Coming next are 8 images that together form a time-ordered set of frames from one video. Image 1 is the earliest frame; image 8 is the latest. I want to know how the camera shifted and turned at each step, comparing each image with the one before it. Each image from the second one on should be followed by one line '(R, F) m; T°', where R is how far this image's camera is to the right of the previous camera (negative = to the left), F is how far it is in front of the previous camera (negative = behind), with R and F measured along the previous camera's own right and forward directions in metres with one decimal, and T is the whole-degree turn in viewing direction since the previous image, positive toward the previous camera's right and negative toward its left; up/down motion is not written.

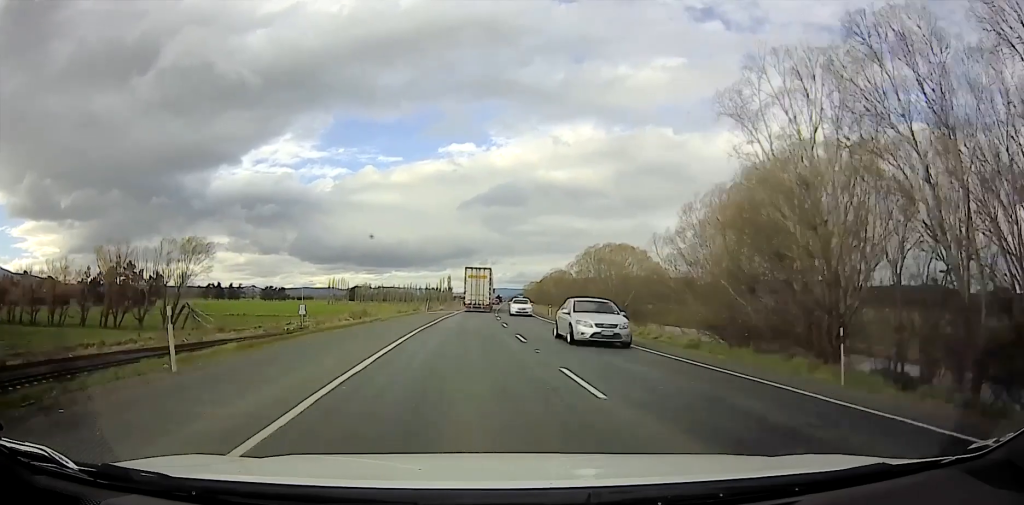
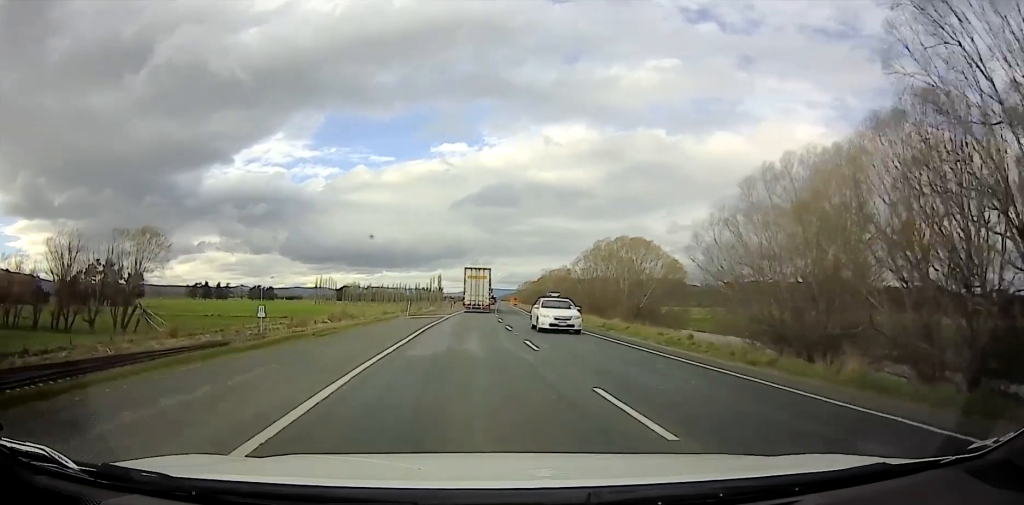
(0.0, +9.3) m; 0°
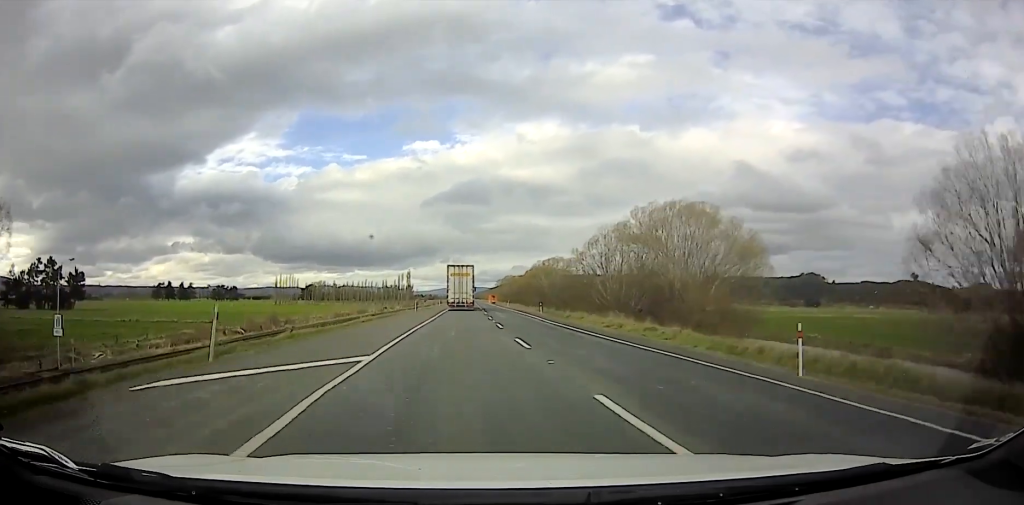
(-0.3, +26.9) m; -1°
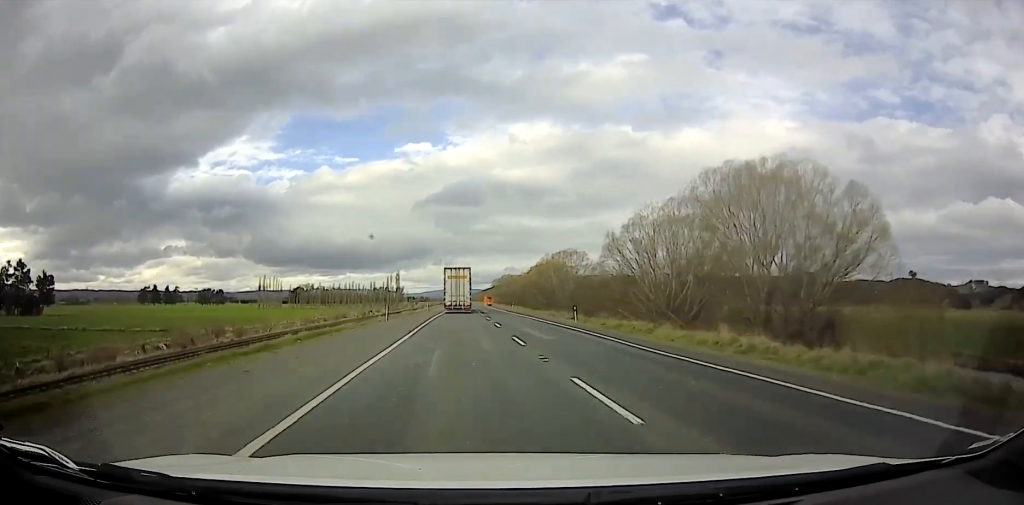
(-0.2, +18.6) m; 0°
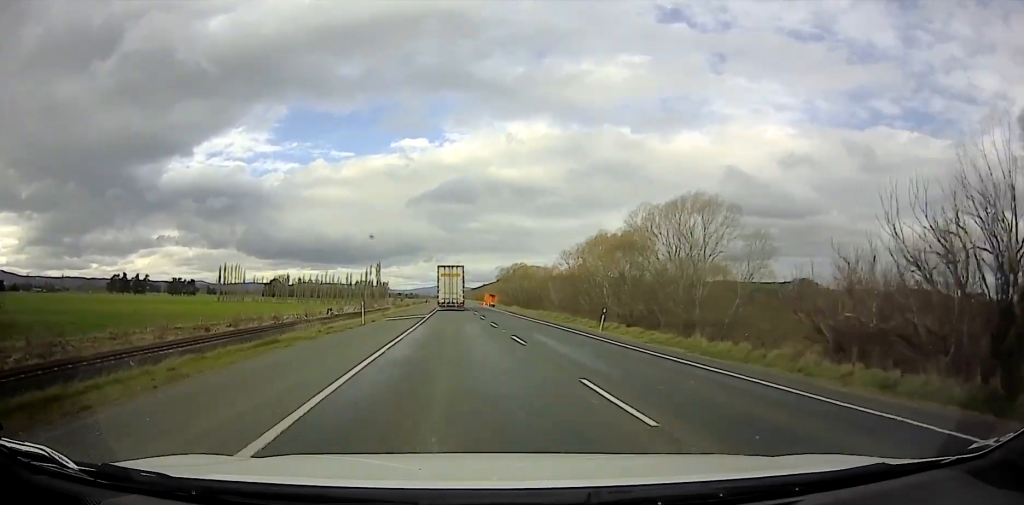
(+0.6, +57.2) m; +1°
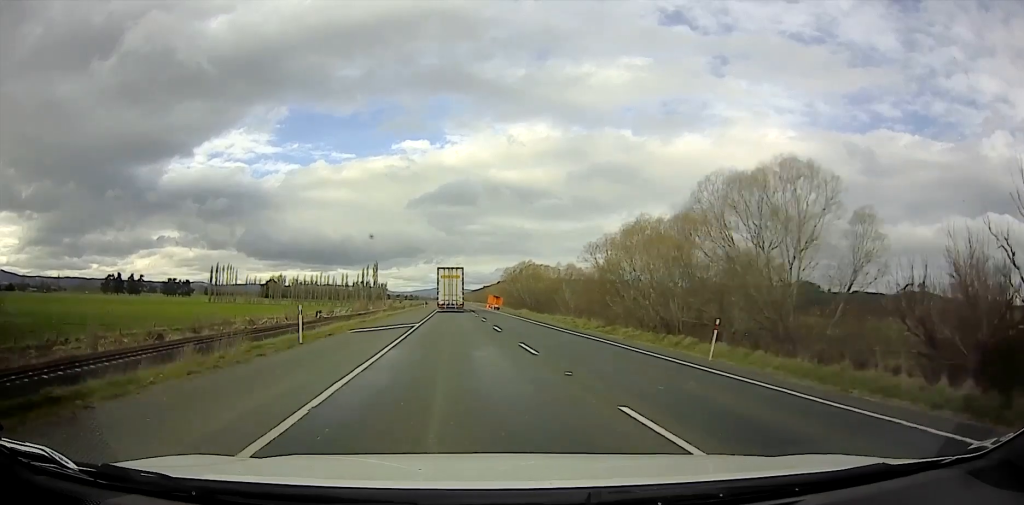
(-0.2, +14.6) m; 0°
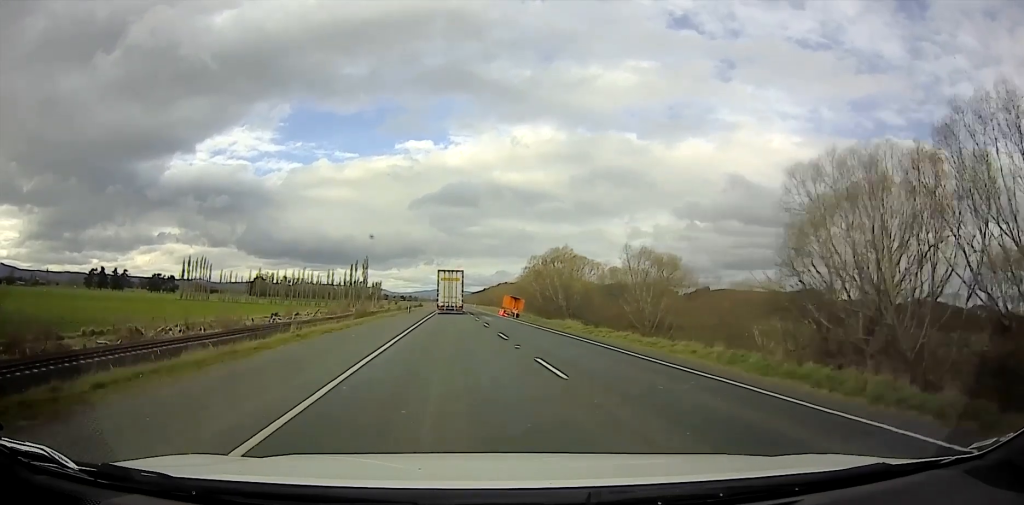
(+0.2, +37.8) m; +2°
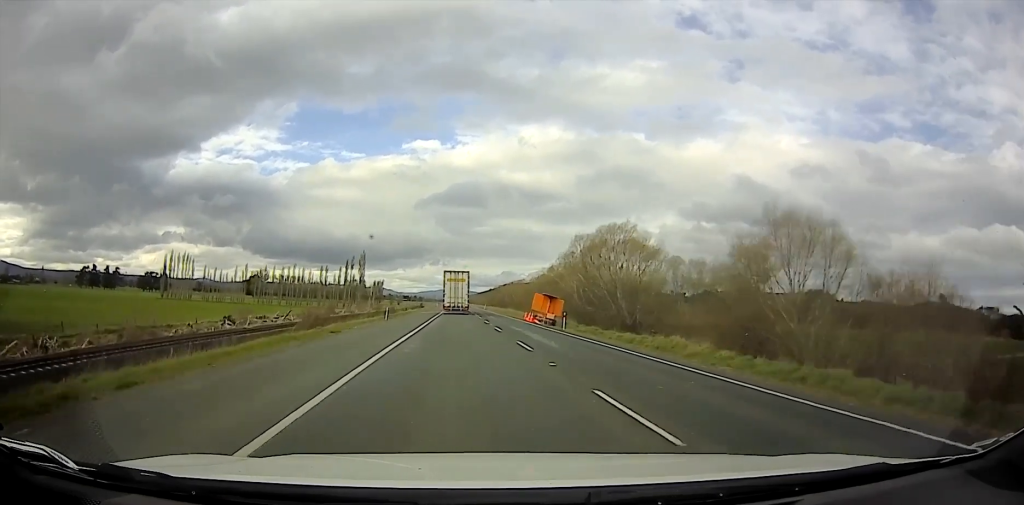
(+0.5, +27.6) m; +2°
